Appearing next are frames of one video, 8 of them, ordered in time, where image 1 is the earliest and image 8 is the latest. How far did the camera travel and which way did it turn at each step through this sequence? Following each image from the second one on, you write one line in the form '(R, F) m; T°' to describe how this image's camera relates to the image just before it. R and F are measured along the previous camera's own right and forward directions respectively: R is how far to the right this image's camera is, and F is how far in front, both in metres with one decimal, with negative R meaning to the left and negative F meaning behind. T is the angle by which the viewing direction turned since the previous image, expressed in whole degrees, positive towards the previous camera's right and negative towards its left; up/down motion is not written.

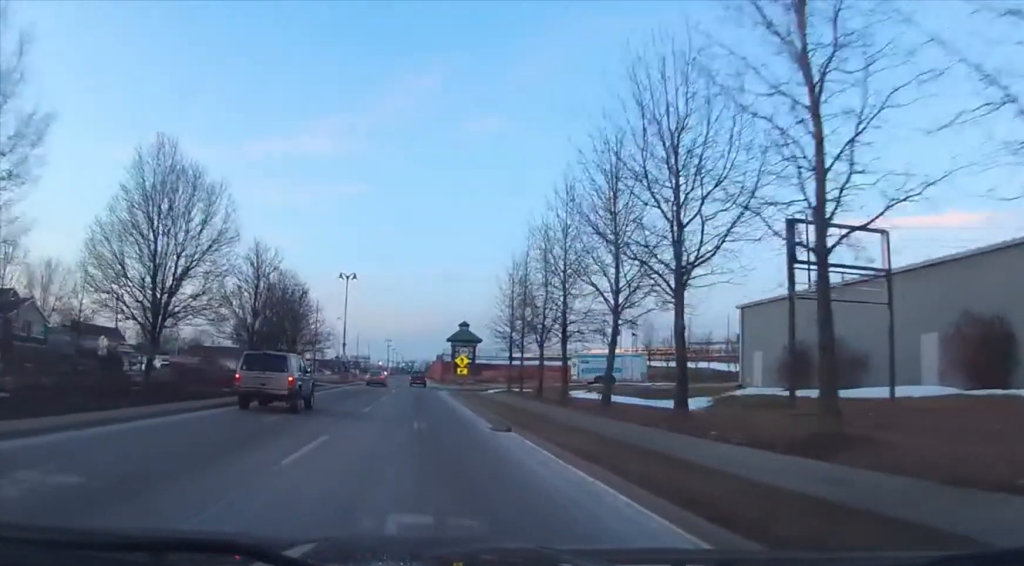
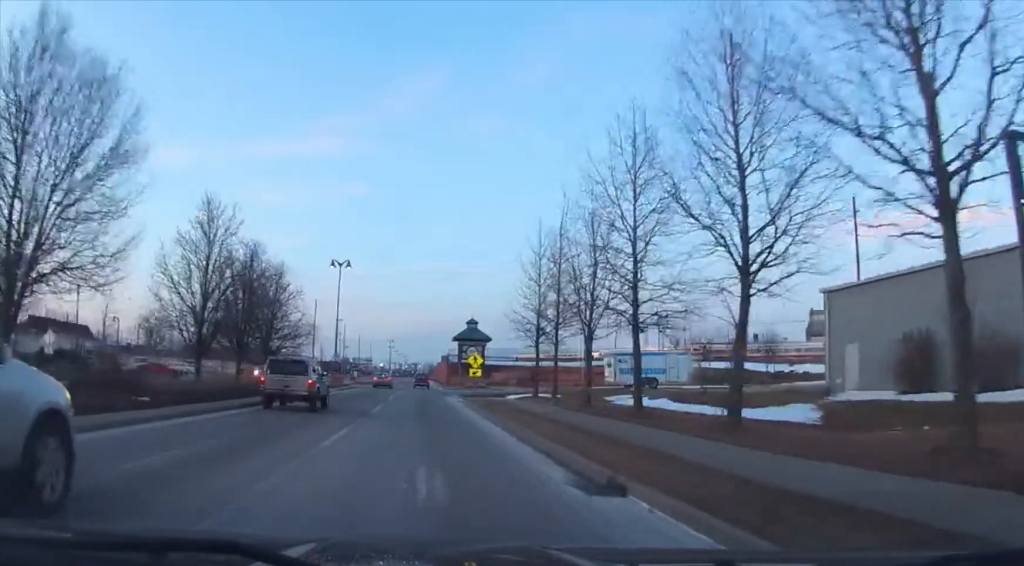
(0.0, +9.7) m; 0°
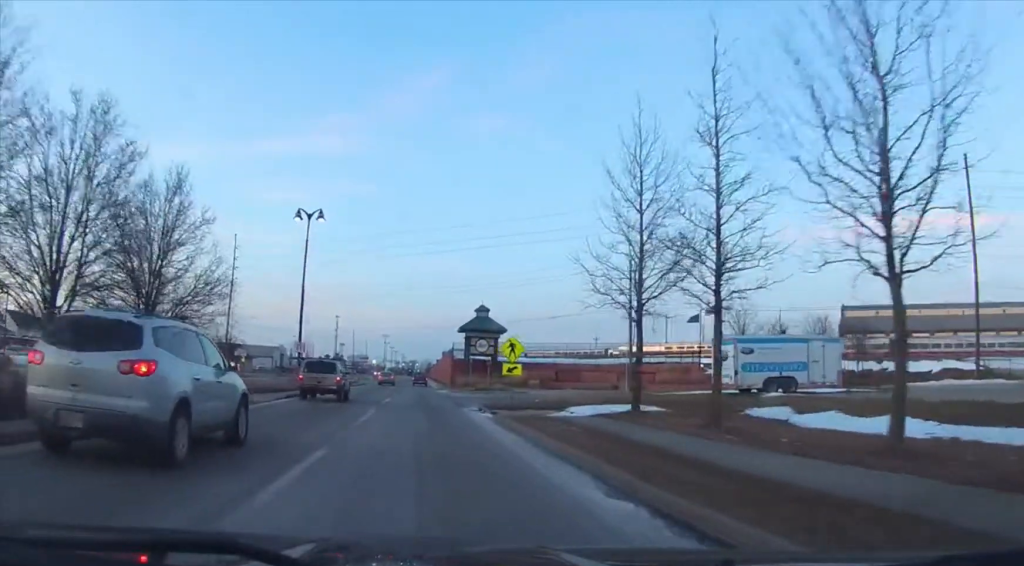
(0.0, +19.2) m; 0°
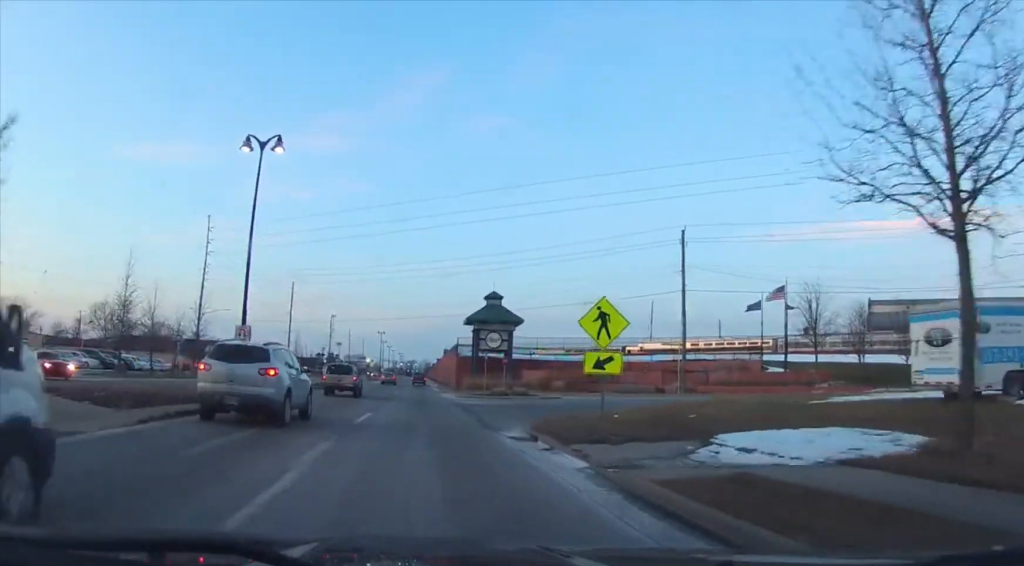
(0.0, +14.7) m; 0°
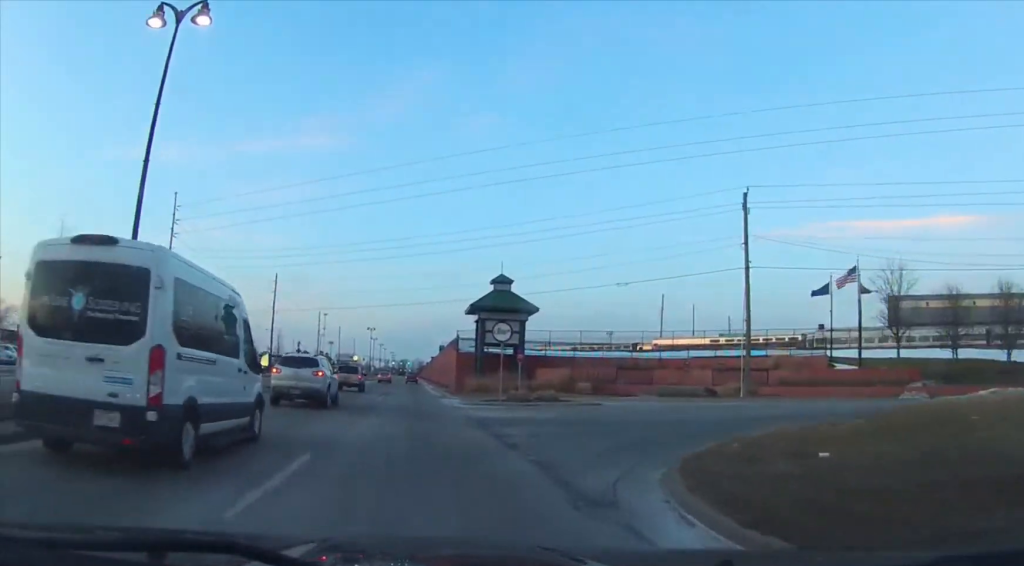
(0.0, +12.7) m; 0°
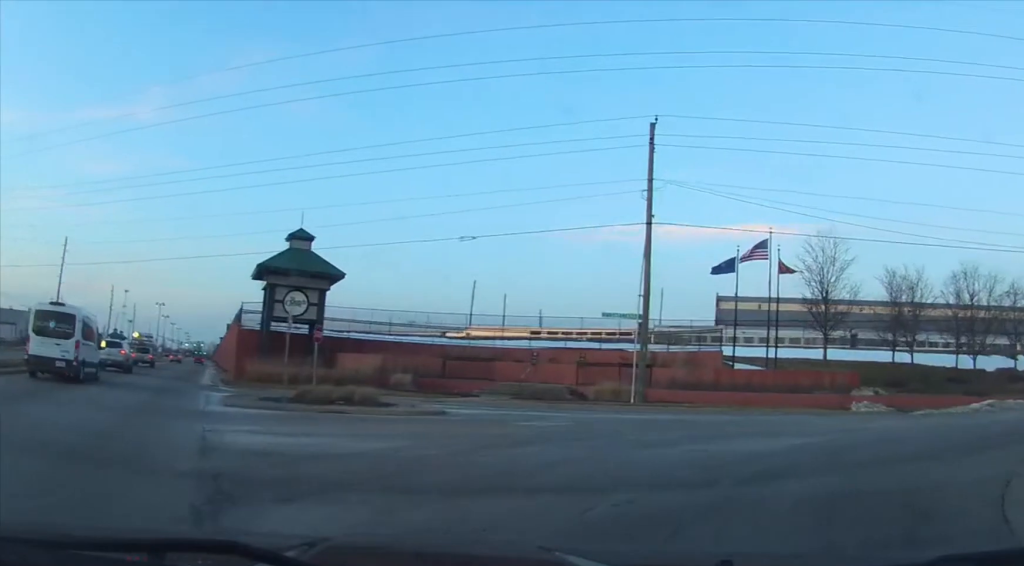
(0.0, +15.4) m; +4°
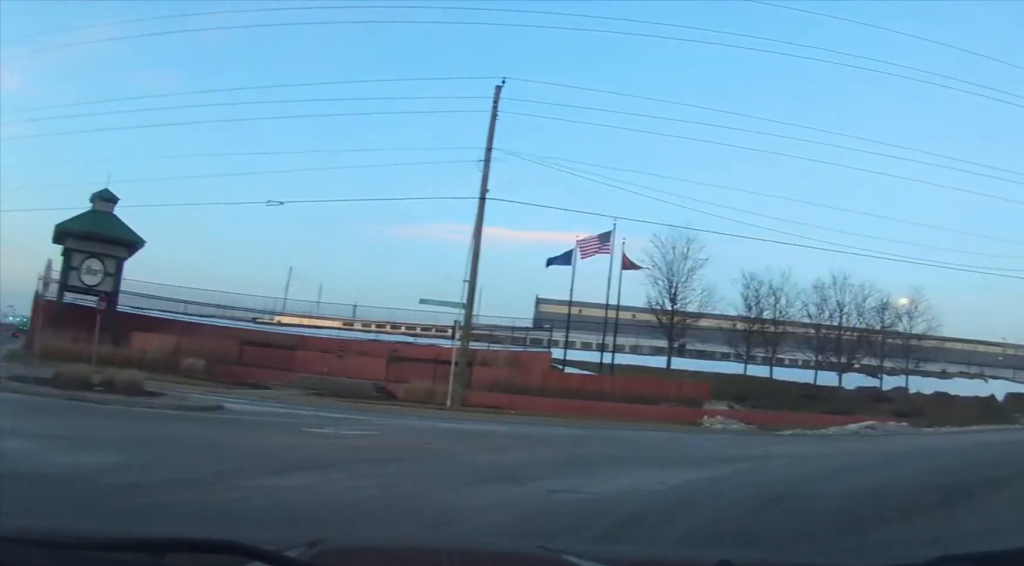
(0.0, +4.4) m; +19°
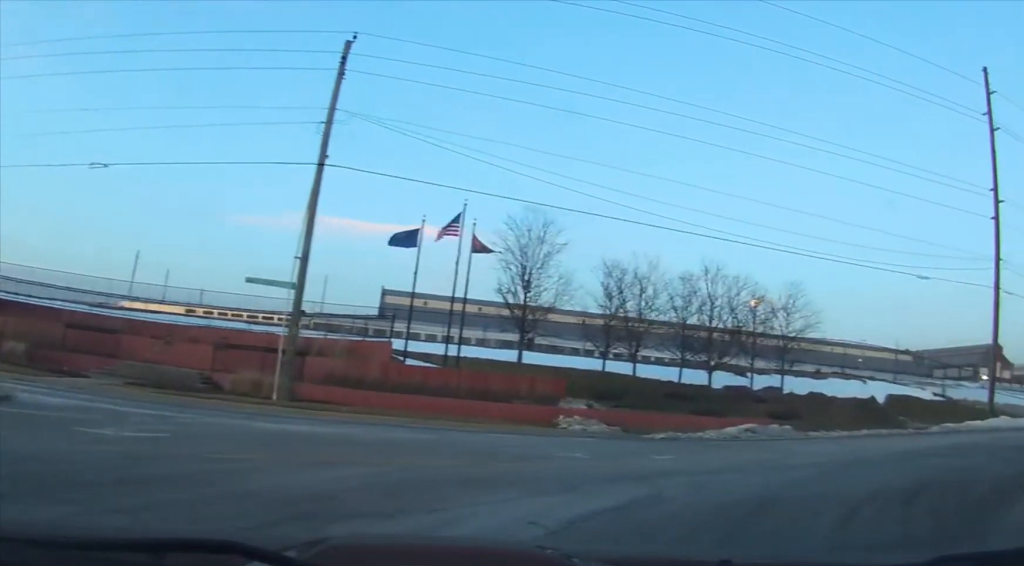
(-0.2, +2.2) m; +33°
